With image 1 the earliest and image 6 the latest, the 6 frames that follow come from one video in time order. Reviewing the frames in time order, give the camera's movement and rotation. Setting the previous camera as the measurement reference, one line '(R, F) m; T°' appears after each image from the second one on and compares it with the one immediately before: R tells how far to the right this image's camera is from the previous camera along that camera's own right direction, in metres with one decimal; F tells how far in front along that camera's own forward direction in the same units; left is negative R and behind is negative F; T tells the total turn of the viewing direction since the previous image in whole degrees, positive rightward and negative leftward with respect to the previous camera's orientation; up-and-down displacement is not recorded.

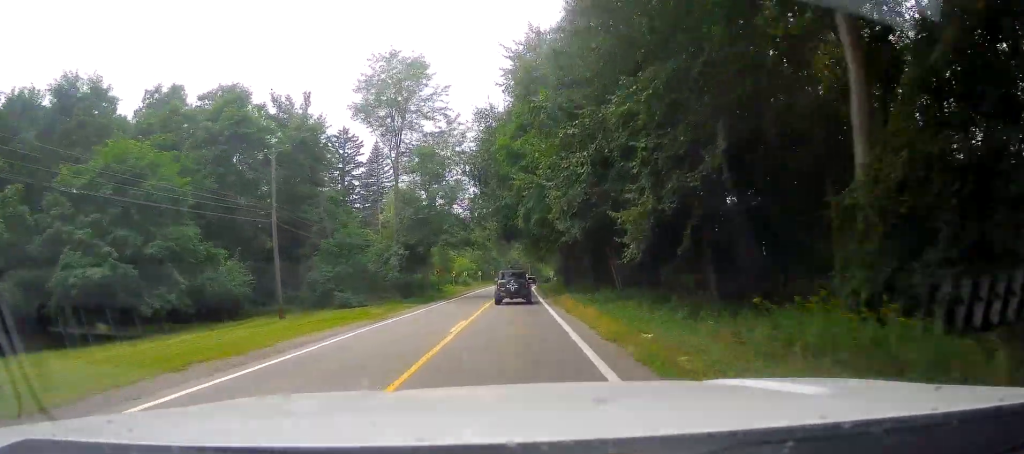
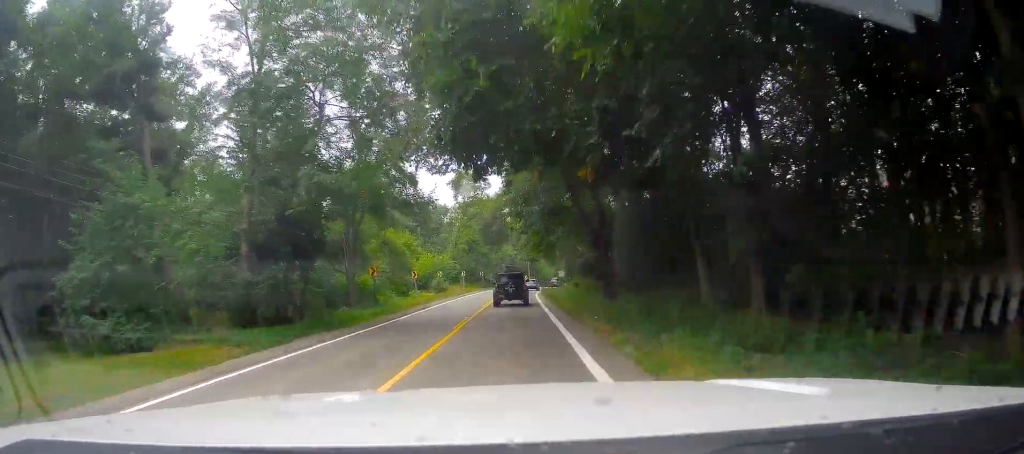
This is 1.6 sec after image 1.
(0.0, +27.3) m; 0°
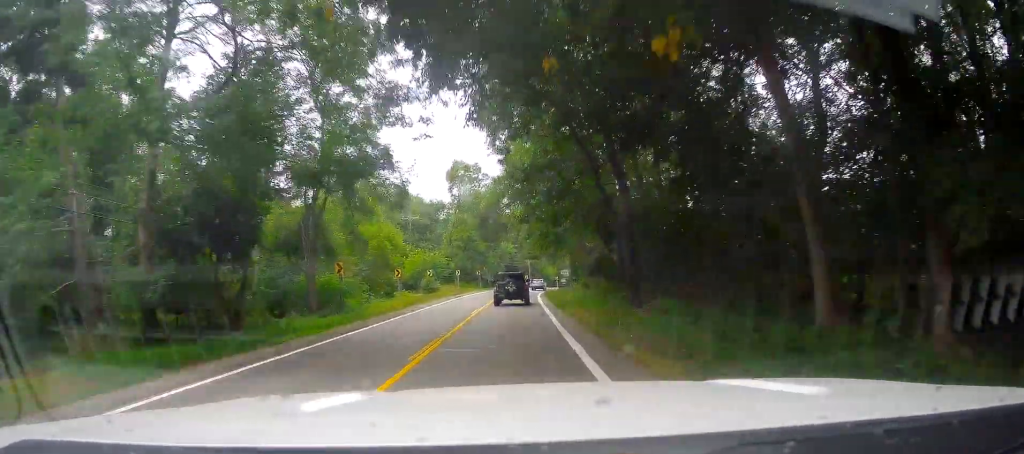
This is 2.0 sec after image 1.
(0.0, +6.9) m; 0°
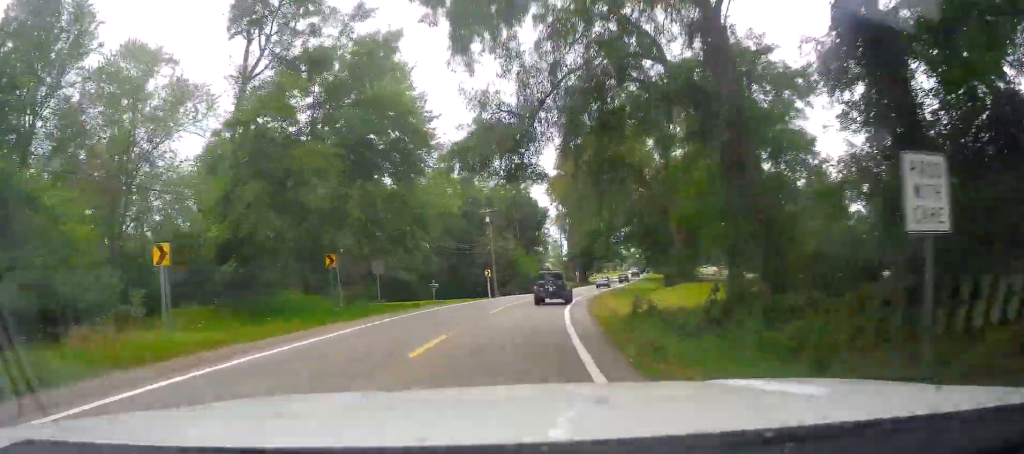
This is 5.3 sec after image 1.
(+1.2, +58.8) m; +1°
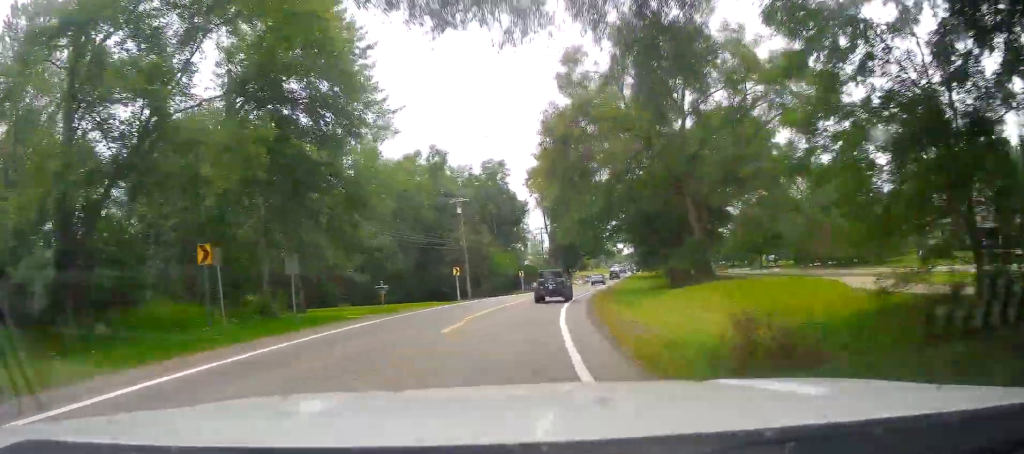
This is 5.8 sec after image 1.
(-0.1, +9.7) m; 0°
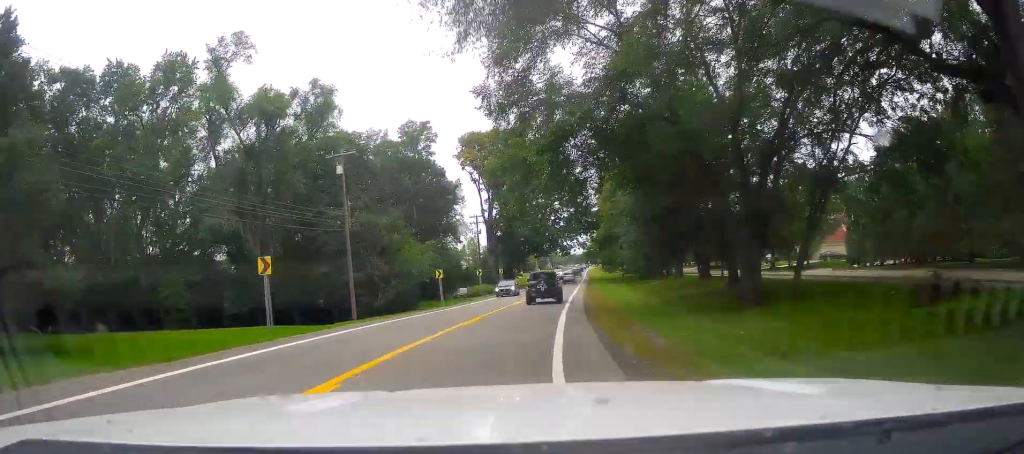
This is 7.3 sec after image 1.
(+0.6, +26.9) m; +5°
